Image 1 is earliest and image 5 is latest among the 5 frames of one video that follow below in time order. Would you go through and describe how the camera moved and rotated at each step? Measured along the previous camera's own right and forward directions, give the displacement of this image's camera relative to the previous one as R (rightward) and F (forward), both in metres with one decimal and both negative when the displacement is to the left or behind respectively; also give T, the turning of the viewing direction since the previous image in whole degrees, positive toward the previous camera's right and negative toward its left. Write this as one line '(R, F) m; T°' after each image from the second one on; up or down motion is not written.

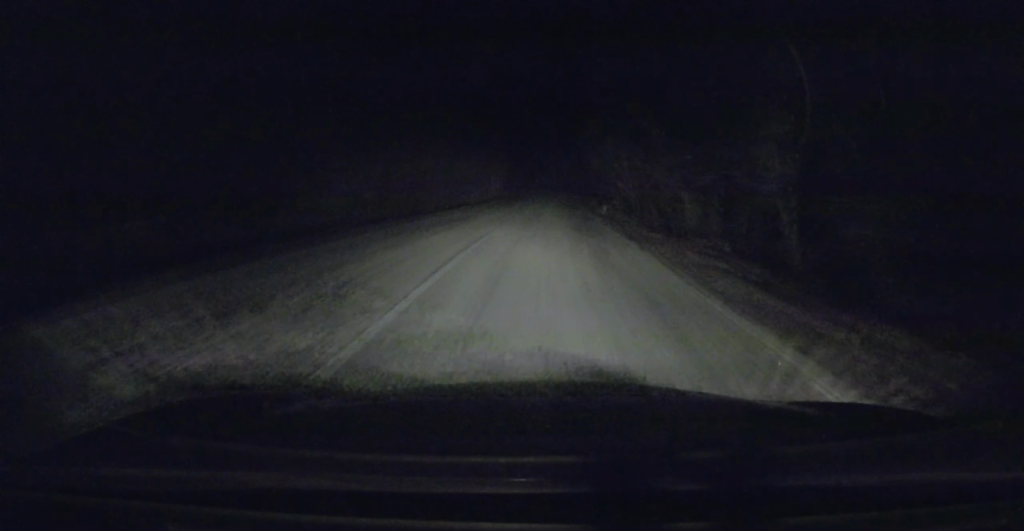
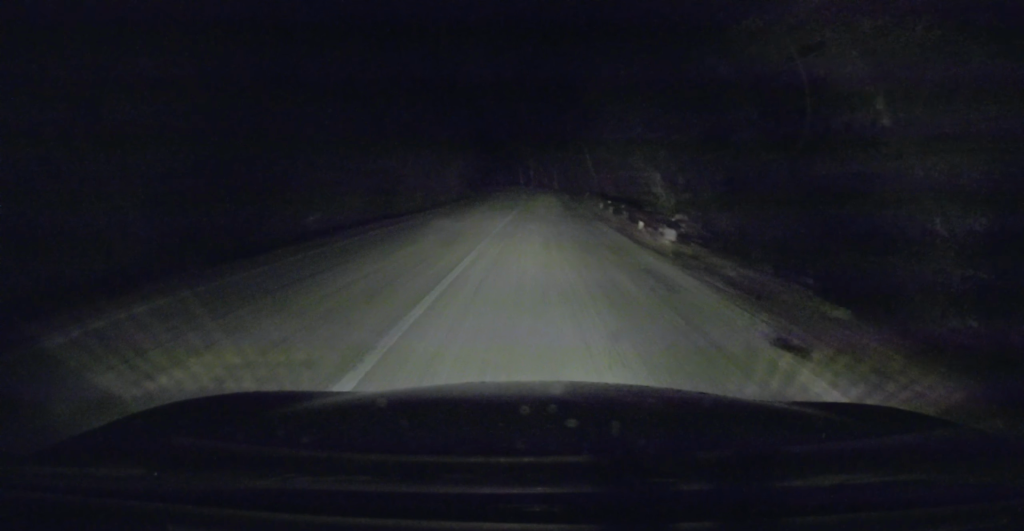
(+0.5, +17.3) m; +4°
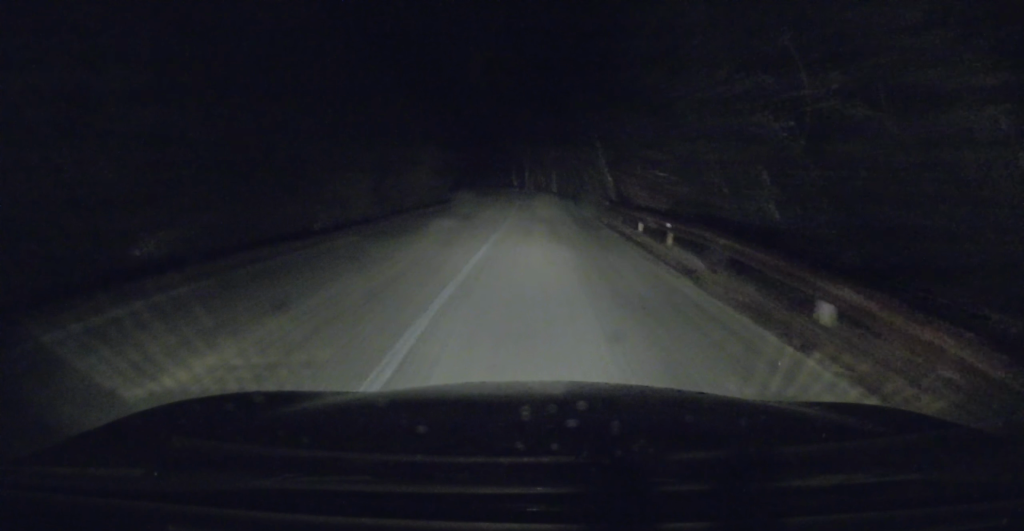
(+0.3, +11.0) m; 0°
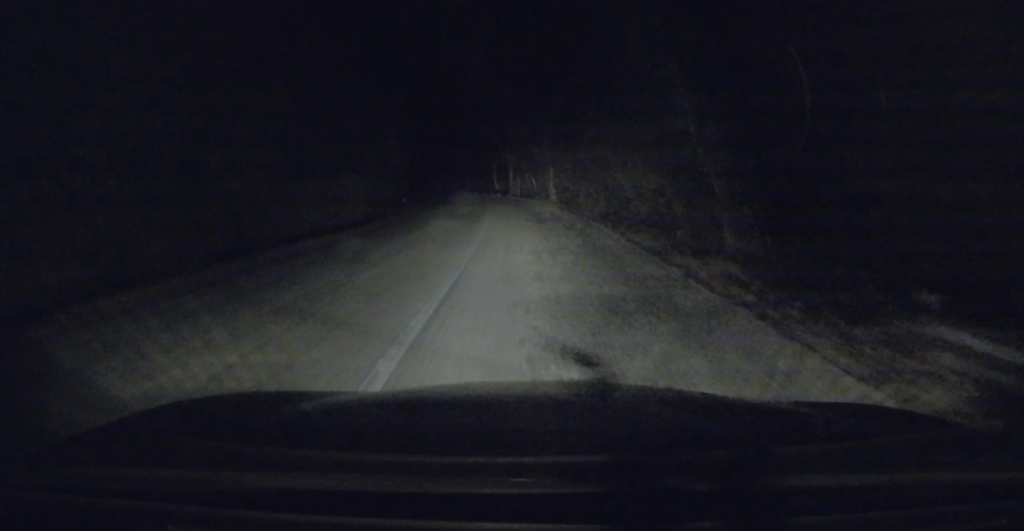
(-0.7, +21.0) m; -2°
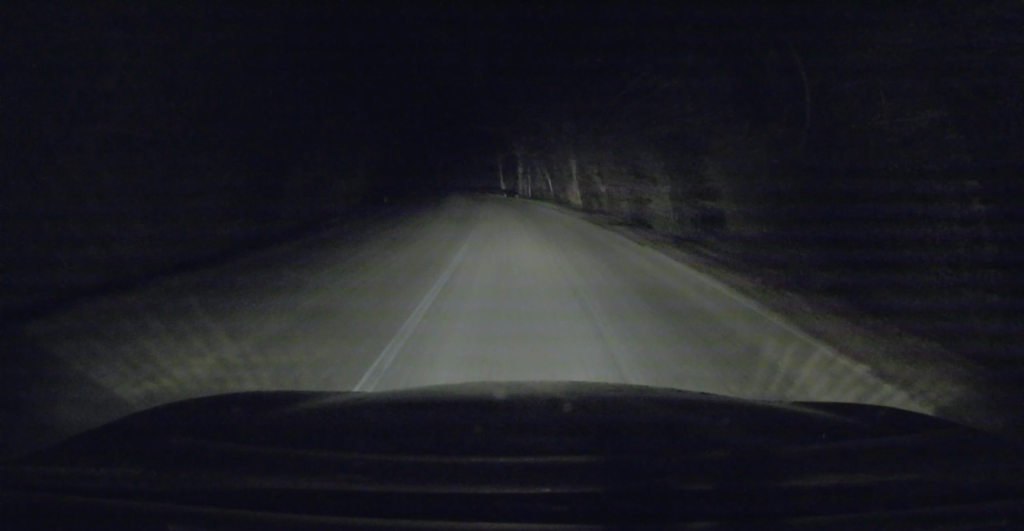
(+0.1, +11.1) m; 0°
